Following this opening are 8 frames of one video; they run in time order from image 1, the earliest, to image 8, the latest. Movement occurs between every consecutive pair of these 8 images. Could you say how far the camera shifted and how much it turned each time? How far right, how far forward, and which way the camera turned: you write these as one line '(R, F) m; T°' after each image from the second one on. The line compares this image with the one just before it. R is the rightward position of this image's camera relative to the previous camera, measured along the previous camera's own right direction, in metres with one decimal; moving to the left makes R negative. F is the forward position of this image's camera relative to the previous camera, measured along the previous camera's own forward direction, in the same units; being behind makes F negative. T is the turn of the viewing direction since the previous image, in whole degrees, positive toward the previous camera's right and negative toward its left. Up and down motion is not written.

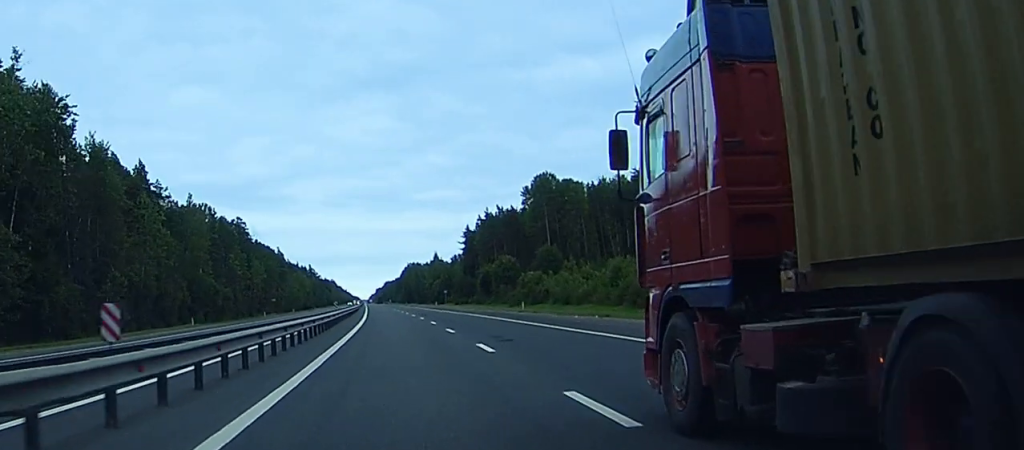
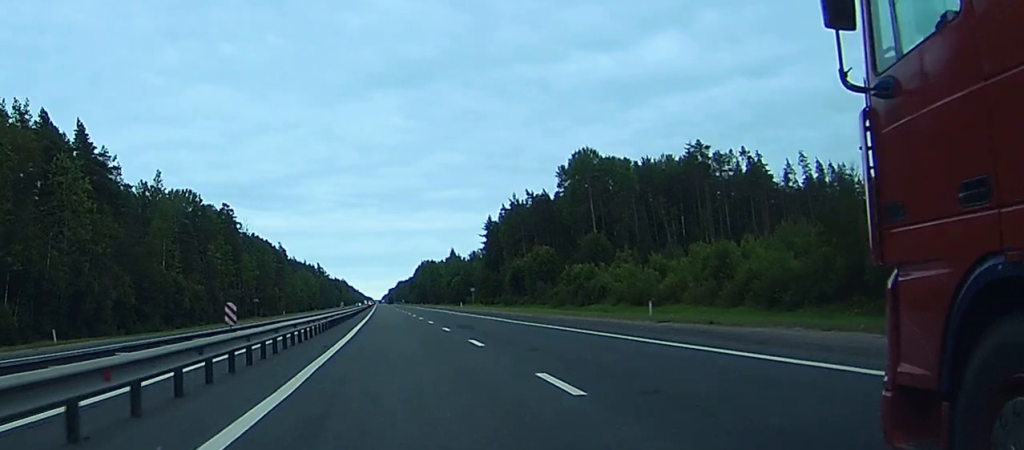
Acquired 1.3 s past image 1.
(-0.2, +31.2) m; 0°
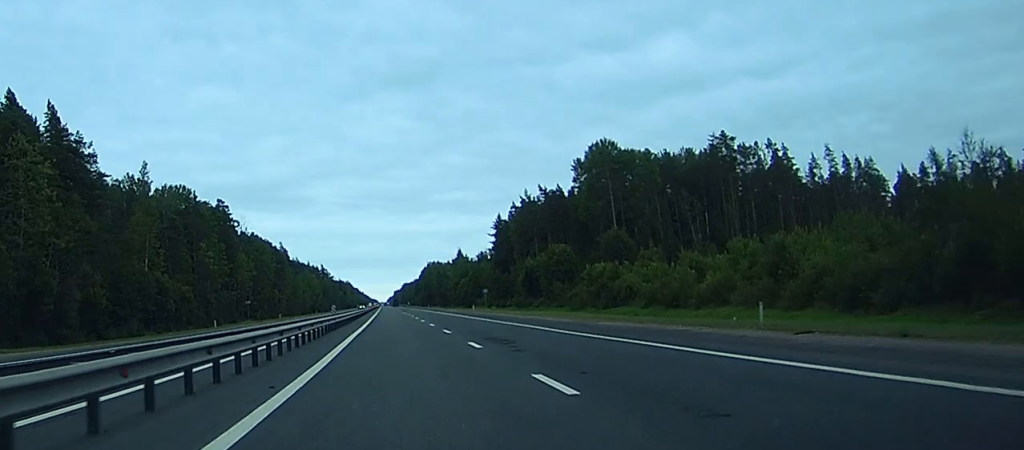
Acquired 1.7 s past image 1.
(+0.2, +11.2) m; 0°
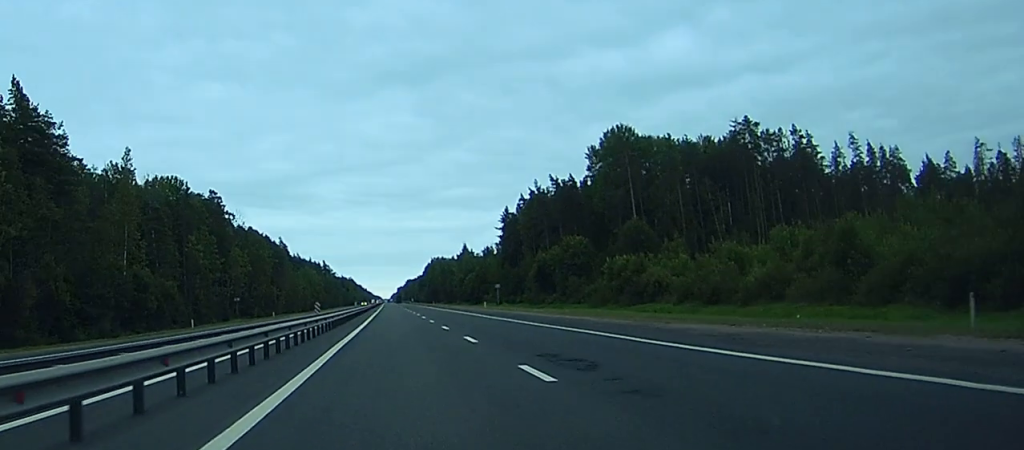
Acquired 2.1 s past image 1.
(+0.1, +10.4) m; 0°
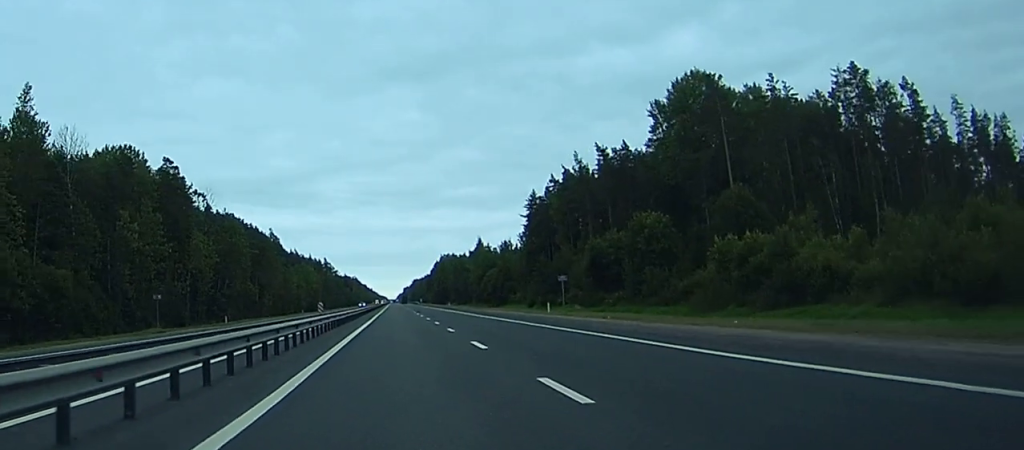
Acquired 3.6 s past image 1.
(-0.6, +40.6) m; -1°
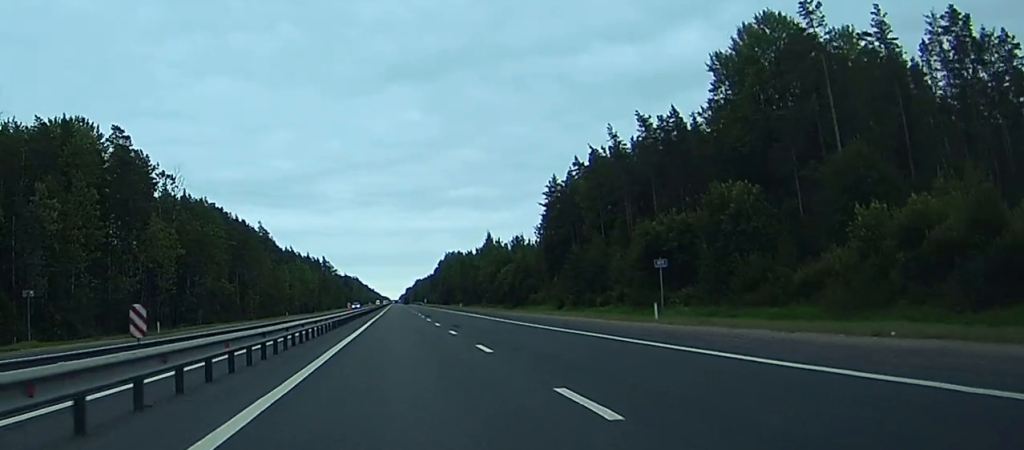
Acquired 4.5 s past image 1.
(-0.2, +27.5) m; -1°
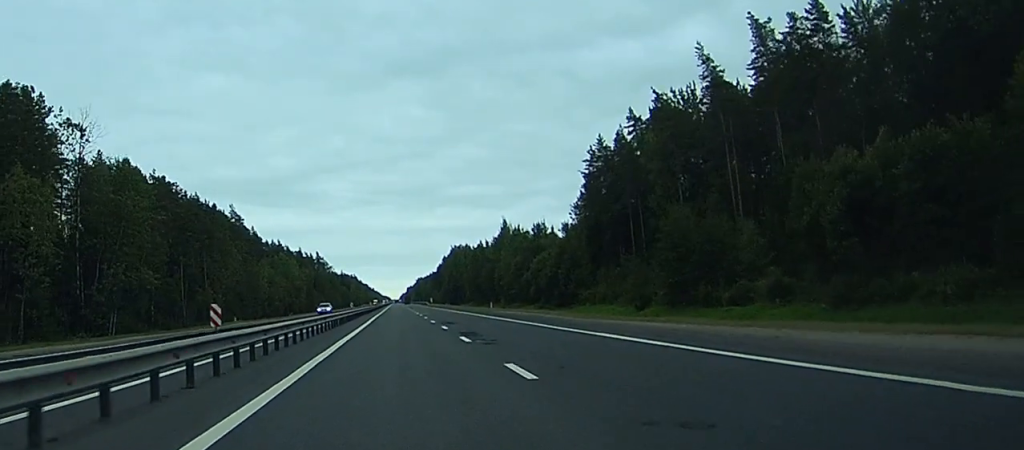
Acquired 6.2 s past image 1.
(-0.2, +40.6) m; 0°
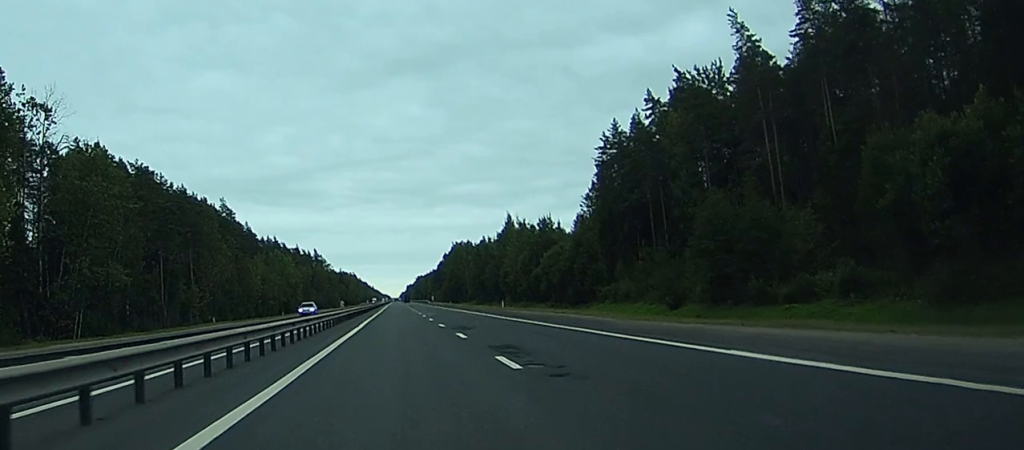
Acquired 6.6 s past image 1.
(0.0, +8.6) m; 0°
